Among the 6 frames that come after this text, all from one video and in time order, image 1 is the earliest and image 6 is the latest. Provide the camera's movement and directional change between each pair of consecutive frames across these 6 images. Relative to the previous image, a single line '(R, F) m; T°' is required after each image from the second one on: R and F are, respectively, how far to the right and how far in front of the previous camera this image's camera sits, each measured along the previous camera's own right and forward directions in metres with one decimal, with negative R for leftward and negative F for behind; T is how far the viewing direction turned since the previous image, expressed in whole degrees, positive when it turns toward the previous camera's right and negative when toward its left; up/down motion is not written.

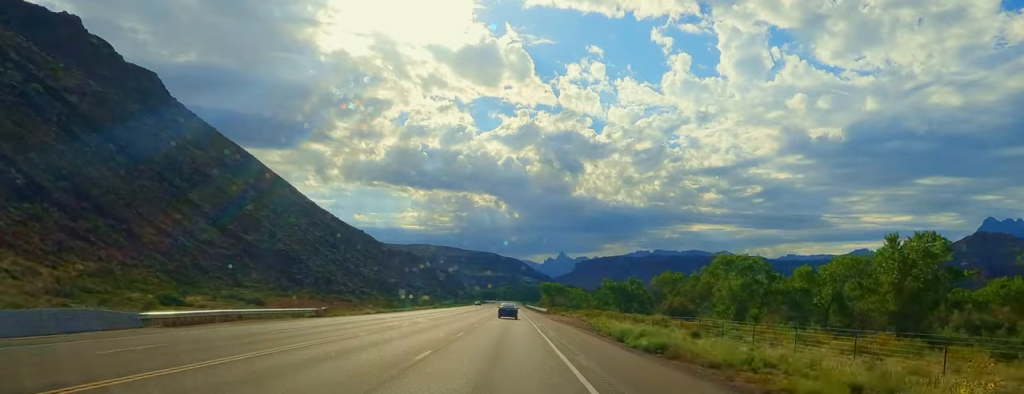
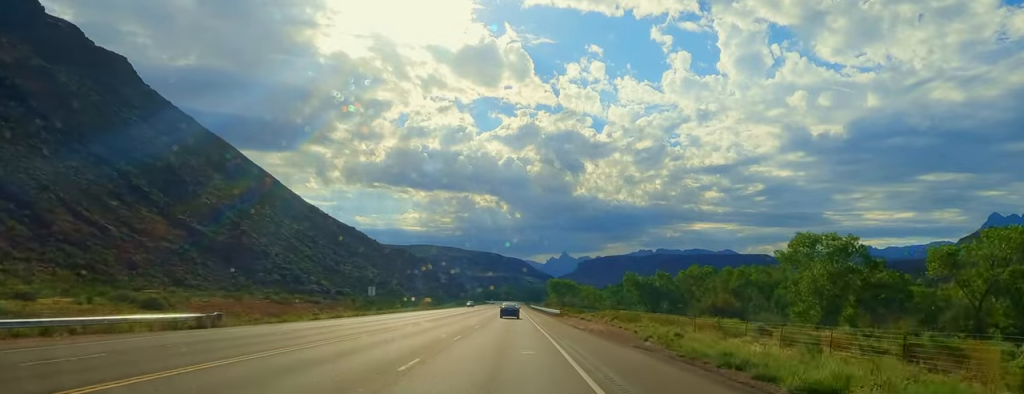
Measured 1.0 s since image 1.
(+0.4, +26.8) m; -1°
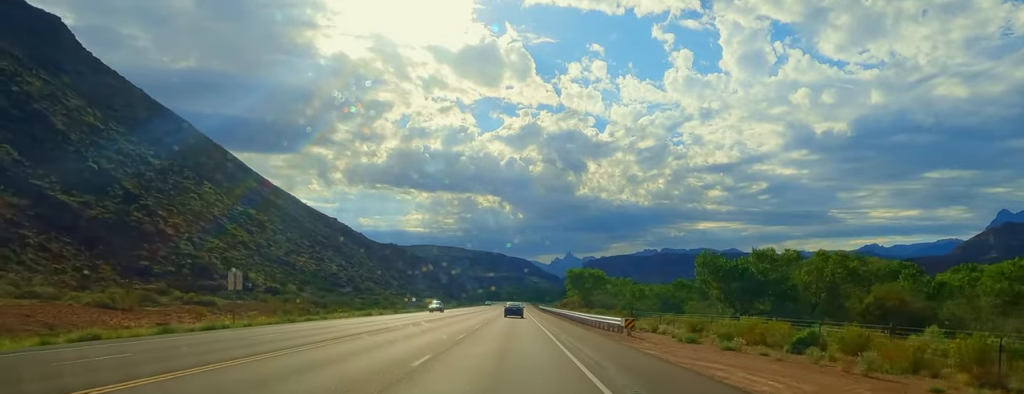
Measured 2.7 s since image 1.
(-1.4, +47.0) m; 0°
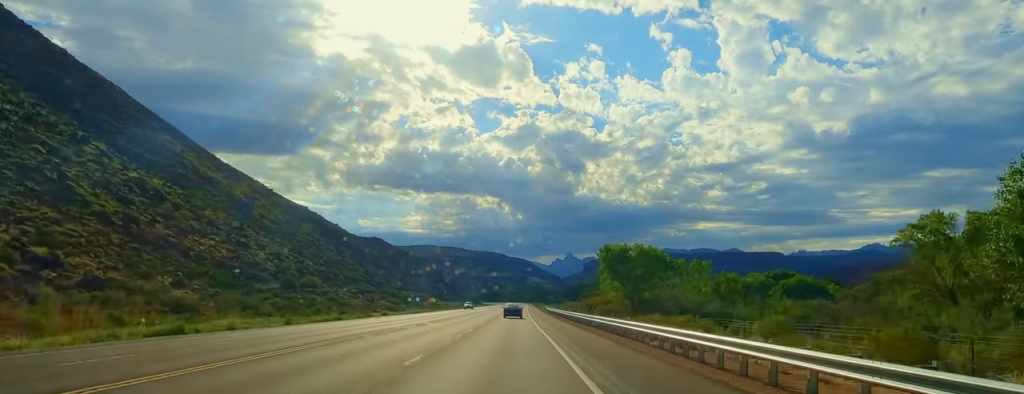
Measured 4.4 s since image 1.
(+1.0, +47.7) m; +1°
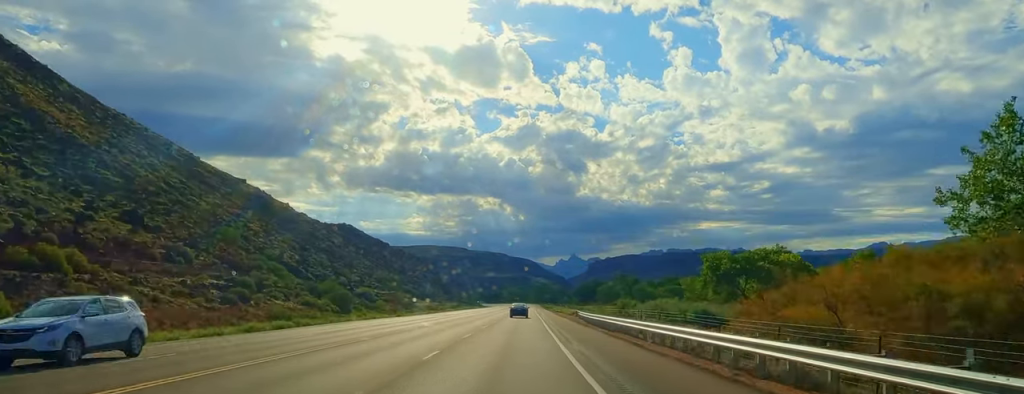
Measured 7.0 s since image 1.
(+0.2, +70.7) m; -1°
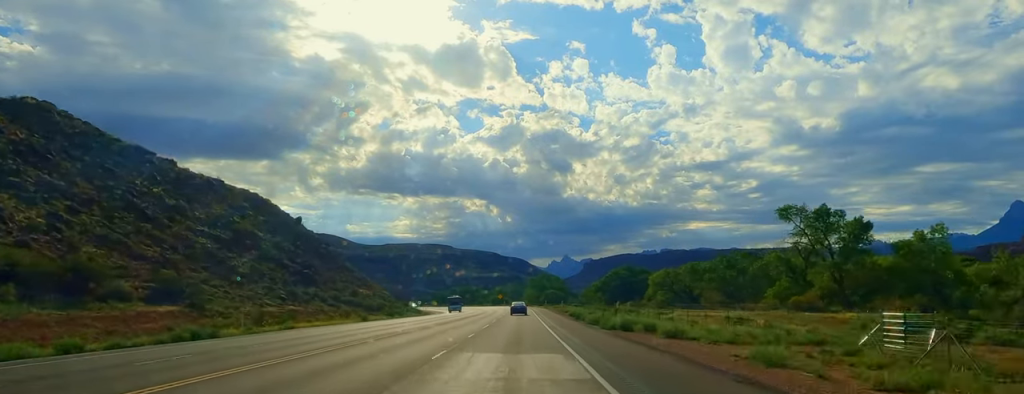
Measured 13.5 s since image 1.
(+3.9, +178.9) m; +2°
